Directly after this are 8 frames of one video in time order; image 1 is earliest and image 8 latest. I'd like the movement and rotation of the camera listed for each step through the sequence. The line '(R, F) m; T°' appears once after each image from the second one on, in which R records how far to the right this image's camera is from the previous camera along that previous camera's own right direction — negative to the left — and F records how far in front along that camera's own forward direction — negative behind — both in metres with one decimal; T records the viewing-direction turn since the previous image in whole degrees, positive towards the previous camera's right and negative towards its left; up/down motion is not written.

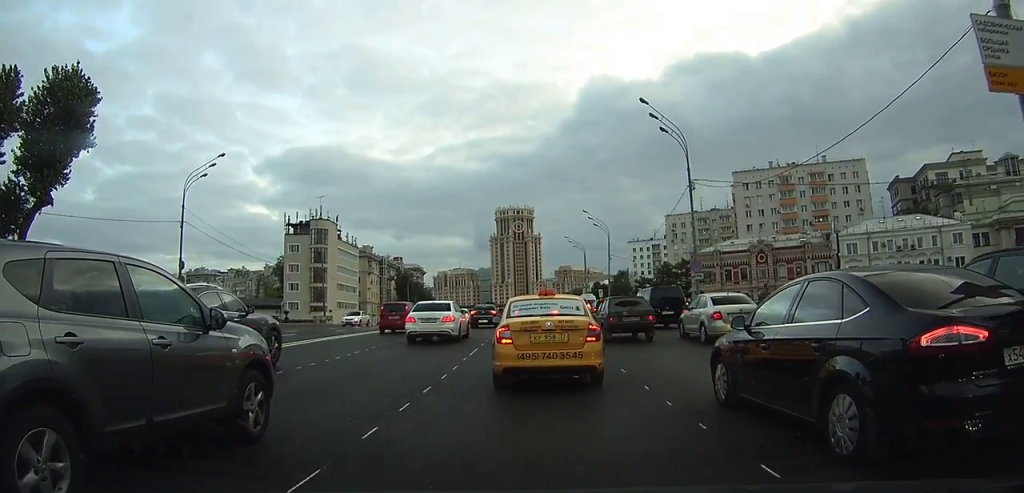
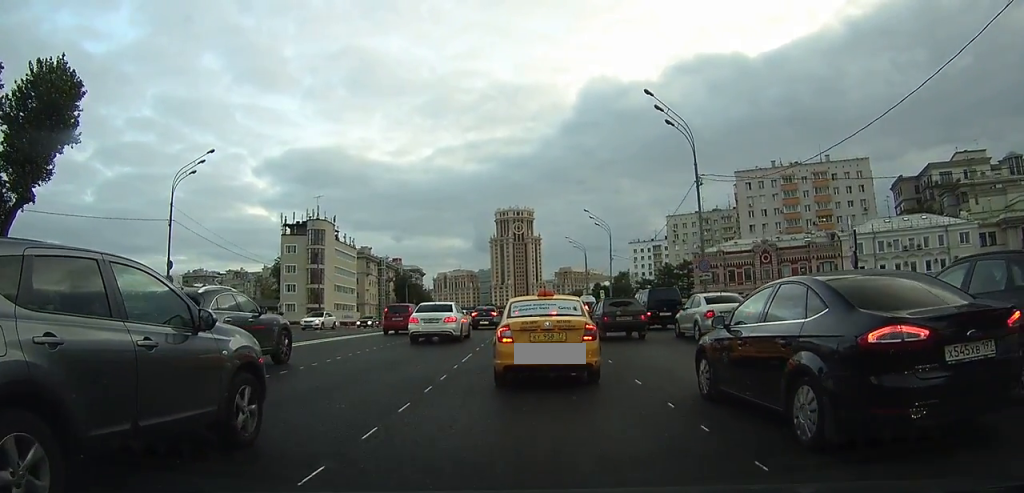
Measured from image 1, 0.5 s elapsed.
(0.0, +1.5) m; 0°
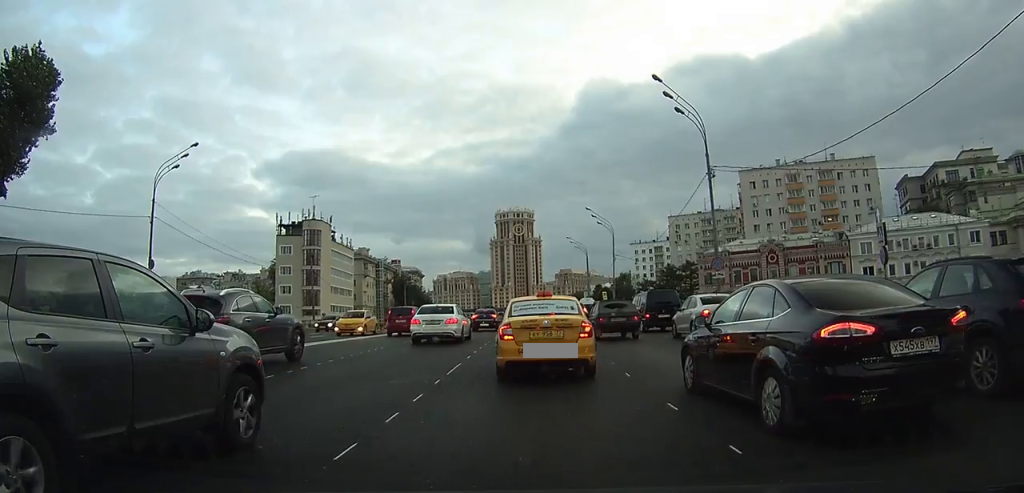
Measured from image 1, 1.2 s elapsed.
(0.0, +2.2) m; 0°
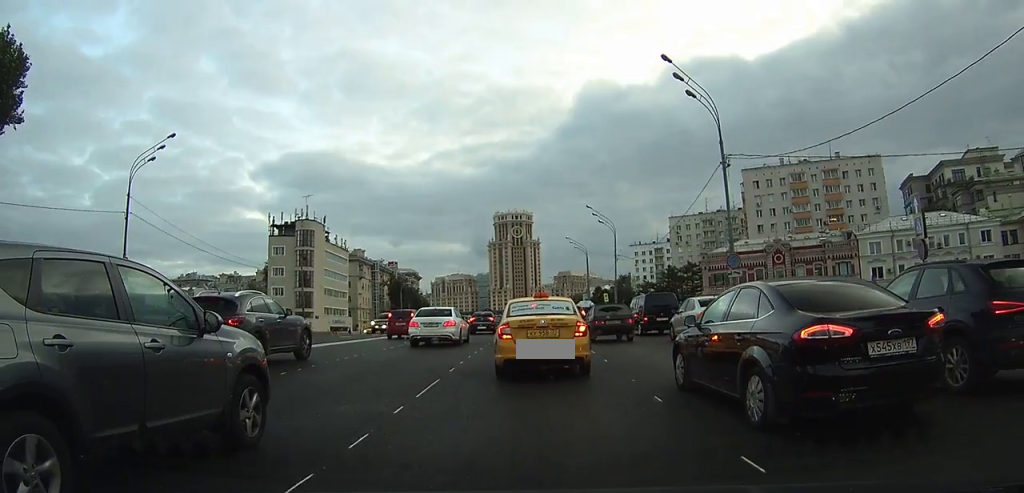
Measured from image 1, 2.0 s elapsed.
(0.0, +2.6) m; 0°
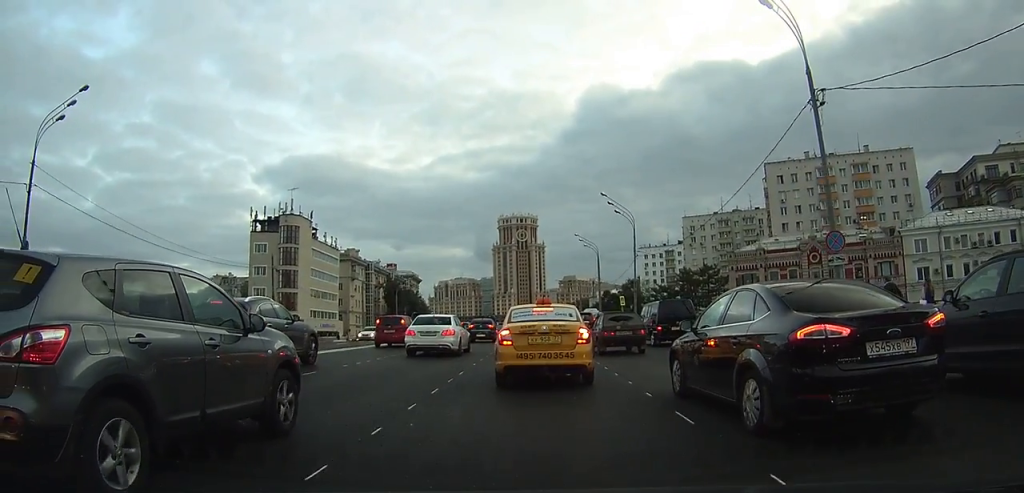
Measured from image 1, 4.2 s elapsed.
(+0.1, +9.0) m; +1°
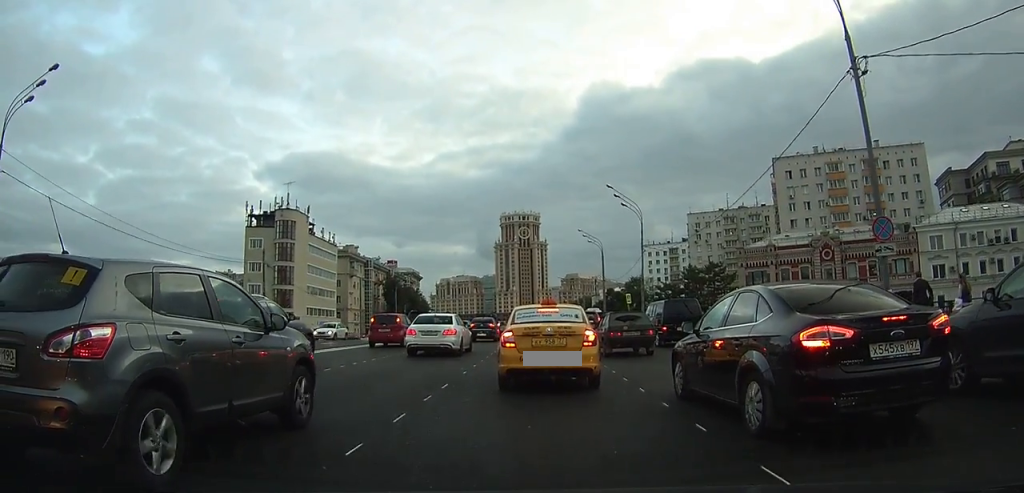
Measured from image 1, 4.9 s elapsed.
(0.0, +2.7) m; 0°
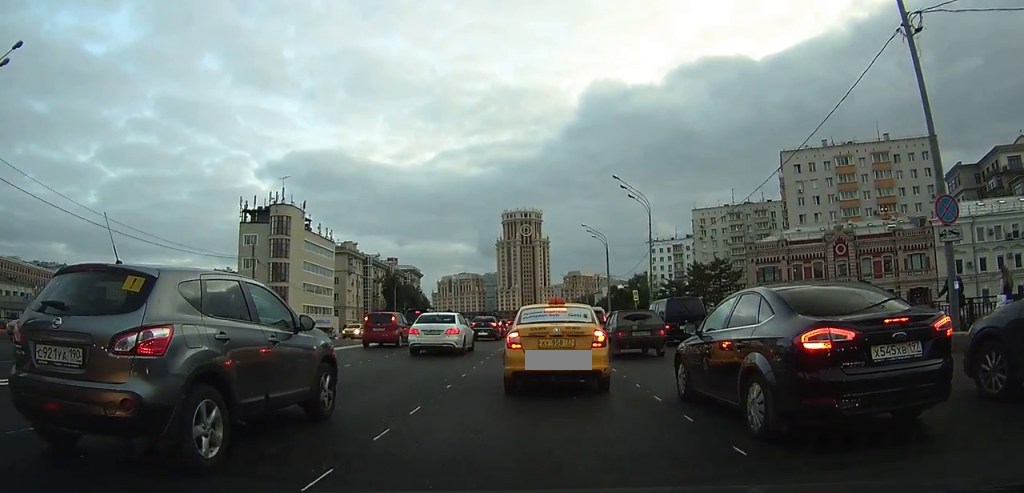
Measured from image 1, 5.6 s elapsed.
(0.0, +2.9) m; +1°
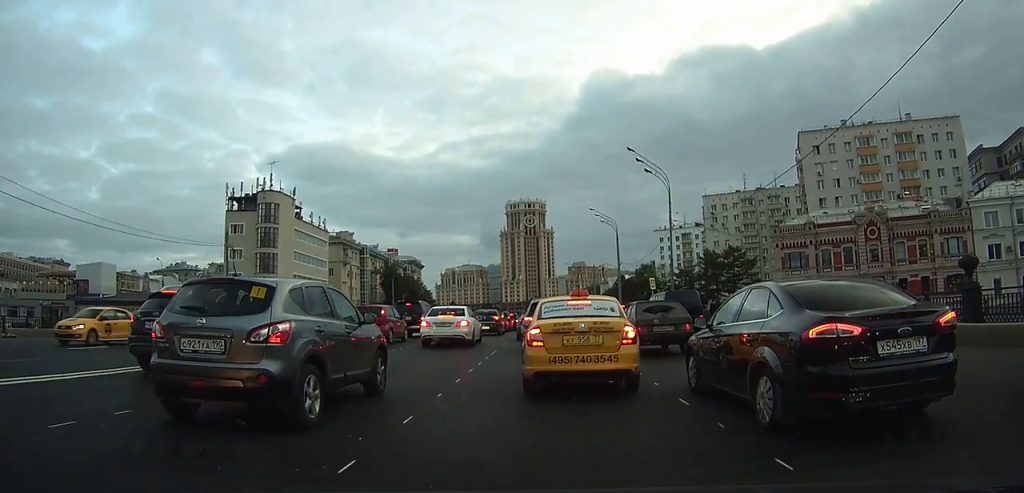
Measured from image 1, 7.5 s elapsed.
(+0.3, +6.2) m; +6°
